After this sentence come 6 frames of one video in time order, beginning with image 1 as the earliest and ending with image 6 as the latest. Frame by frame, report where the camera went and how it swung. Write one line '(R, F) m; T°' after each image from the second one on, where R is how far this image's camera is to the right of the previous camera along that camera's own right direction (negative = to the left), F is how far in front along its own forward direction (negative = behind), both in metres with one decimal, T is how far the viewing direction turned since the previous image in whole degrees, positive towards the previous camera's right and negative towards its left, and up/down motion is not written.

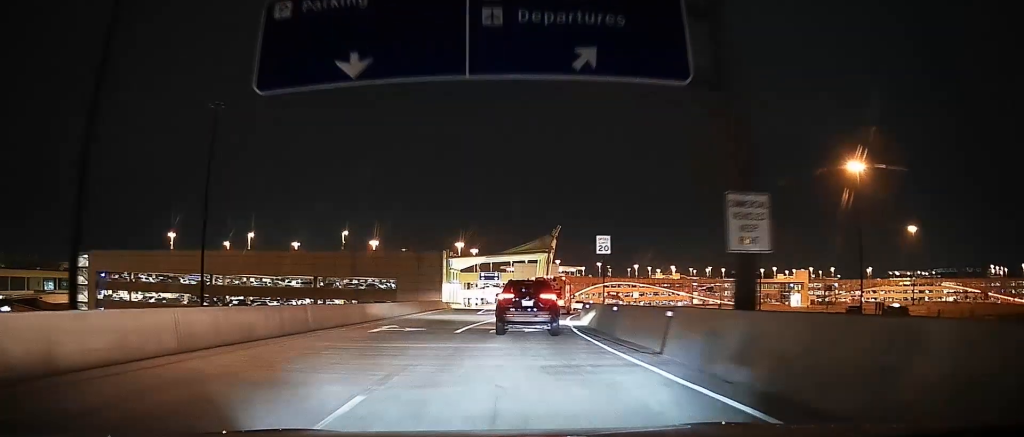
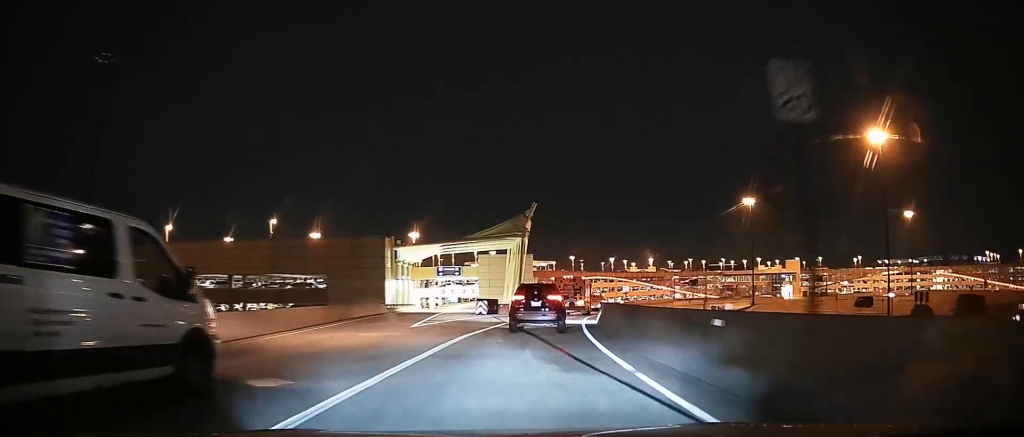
(+0.1, +16.1) m; +1°
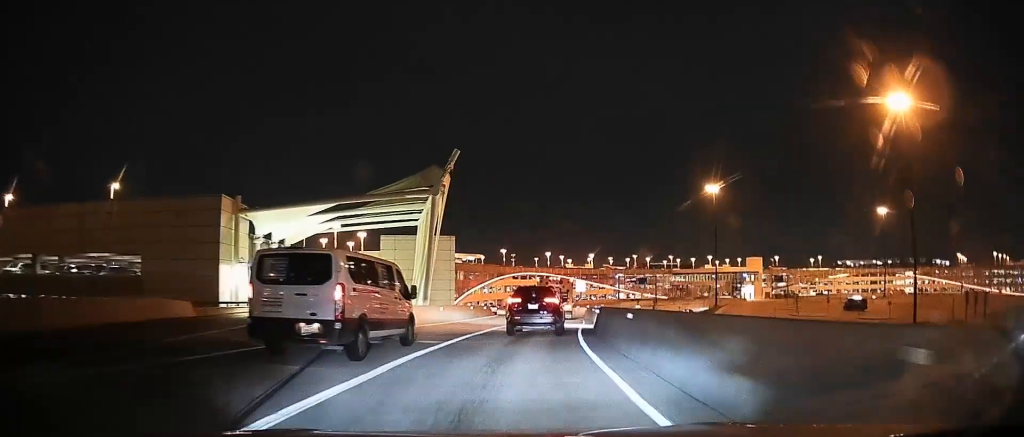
(+2.0, +23.3) m; +6°
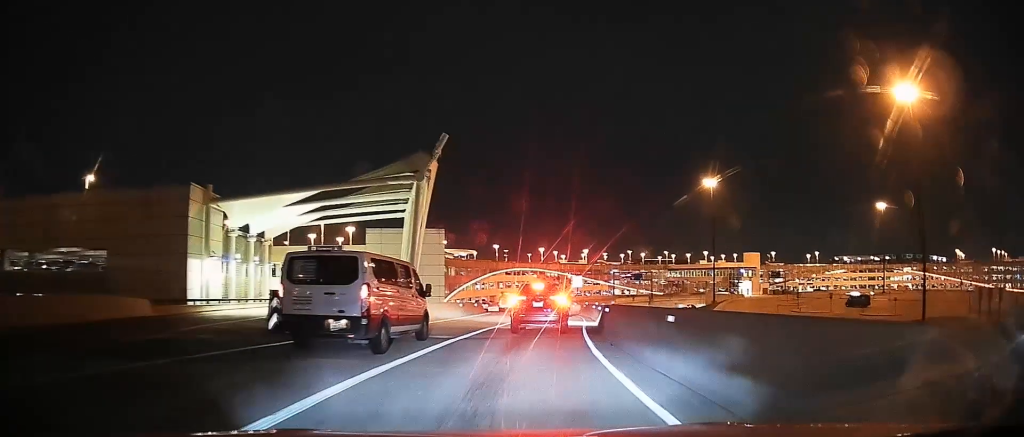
(-0.1, +3.3) m; +1°
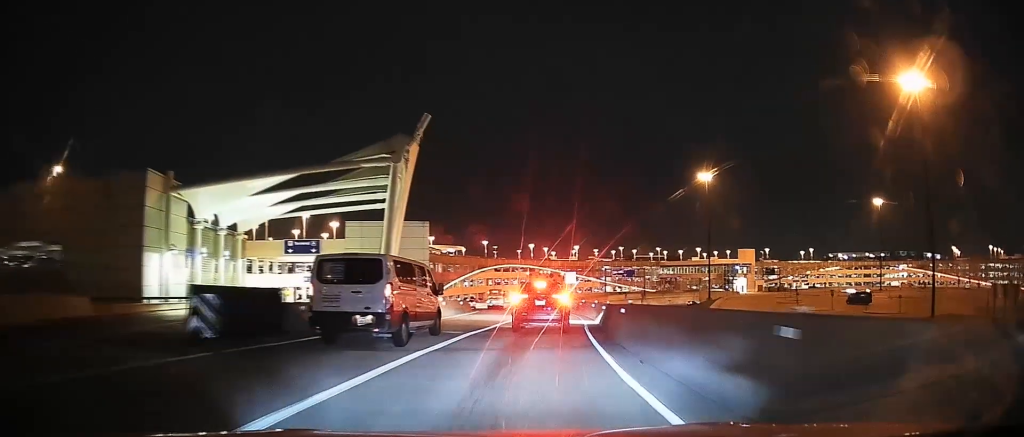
(-0.1, +3.9) m; +1°
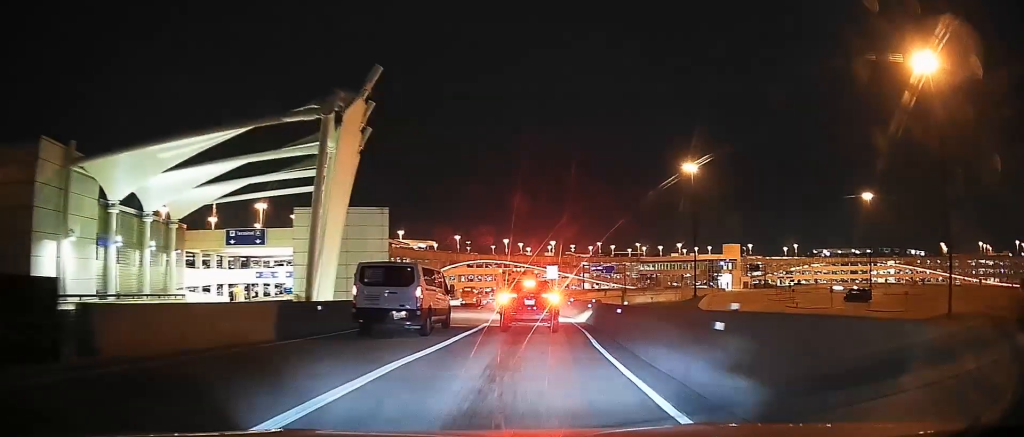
(+0.4, +8.1) m; +4°
